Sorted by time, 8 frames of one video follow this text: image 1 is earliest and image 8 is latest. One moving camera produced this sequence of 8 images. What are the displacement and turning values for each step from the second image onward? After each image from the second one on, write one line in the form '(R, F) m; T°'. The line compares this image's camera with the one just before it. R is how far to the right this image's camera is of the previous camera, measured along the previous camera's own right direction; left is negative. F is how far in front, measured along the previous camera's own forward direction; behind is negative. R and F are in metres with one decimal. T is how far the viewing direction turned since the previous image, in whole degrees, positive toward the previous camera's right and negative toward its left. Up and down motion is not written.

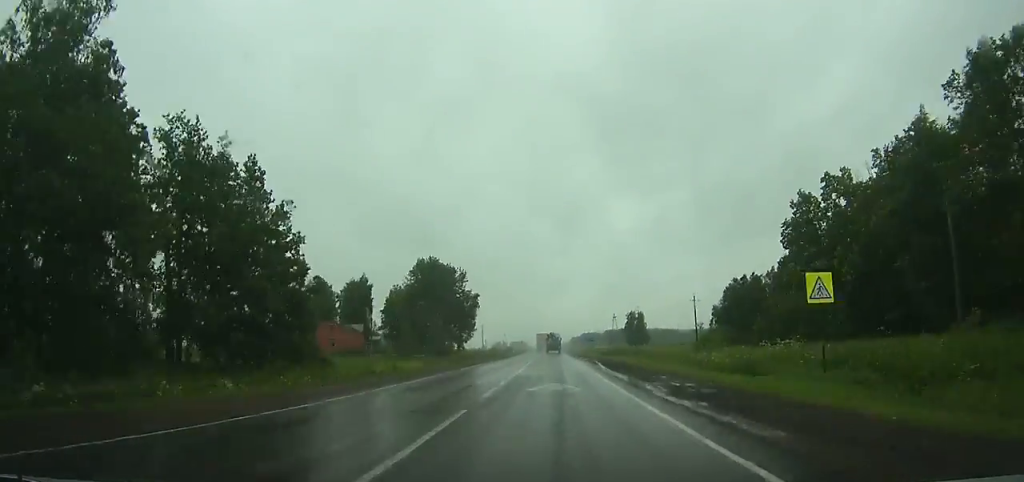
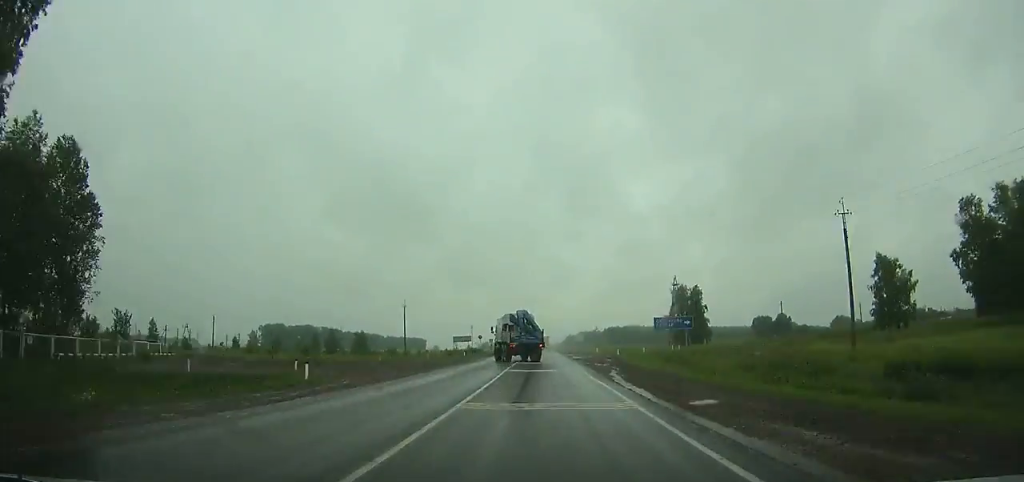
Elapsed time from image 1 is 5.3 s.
(0.0, +111.0) m; 0°
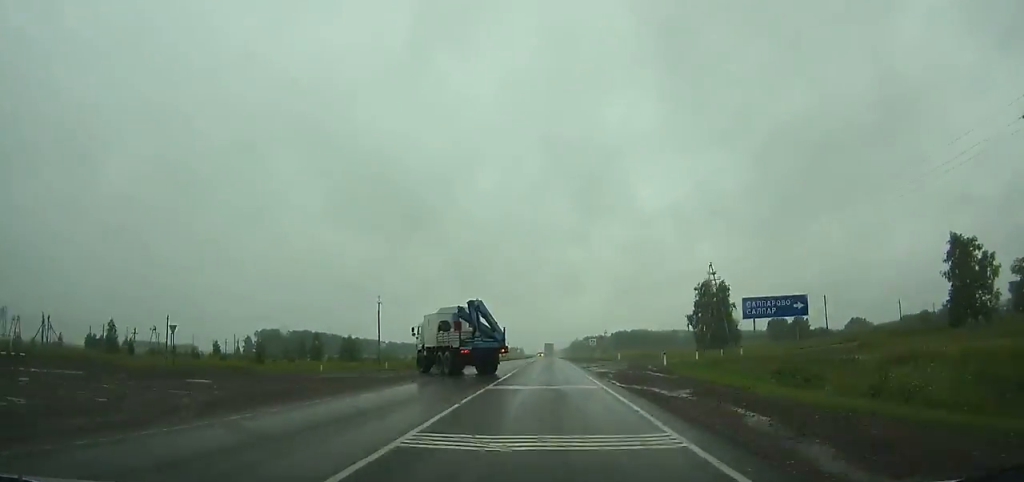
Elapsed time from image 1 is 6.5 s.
(0.0, +21.5) m; 0°
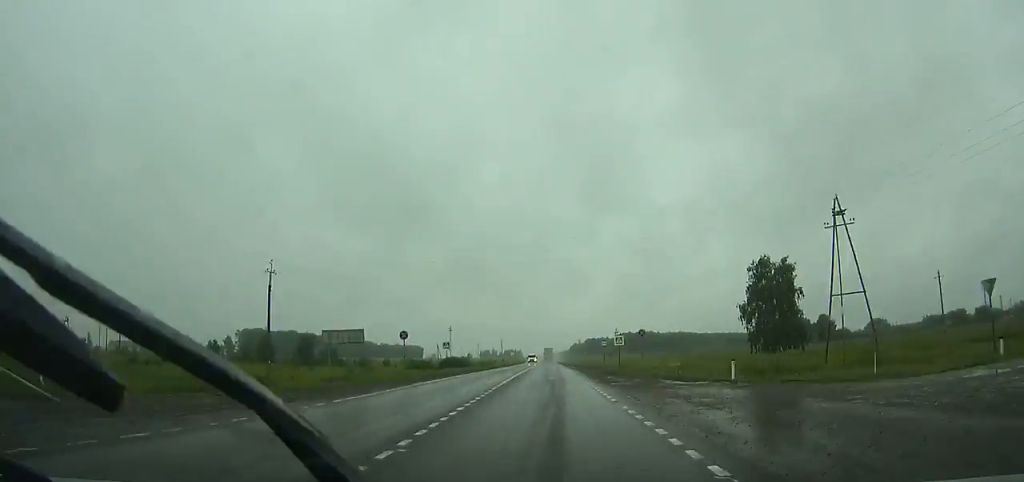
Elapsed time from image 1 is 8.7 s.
(0.0, +39.3) m; 0°
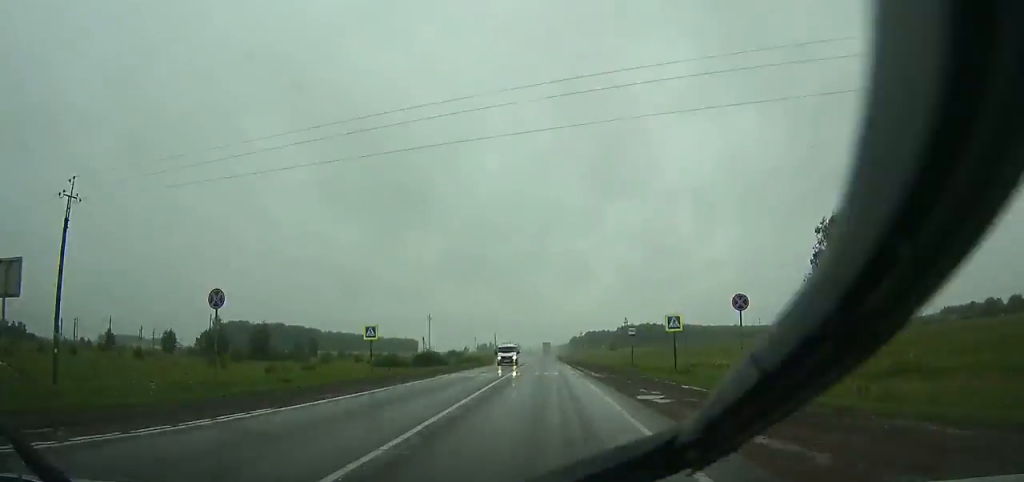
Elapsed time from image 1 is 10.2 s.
(0.0, +26.5) m; 0°
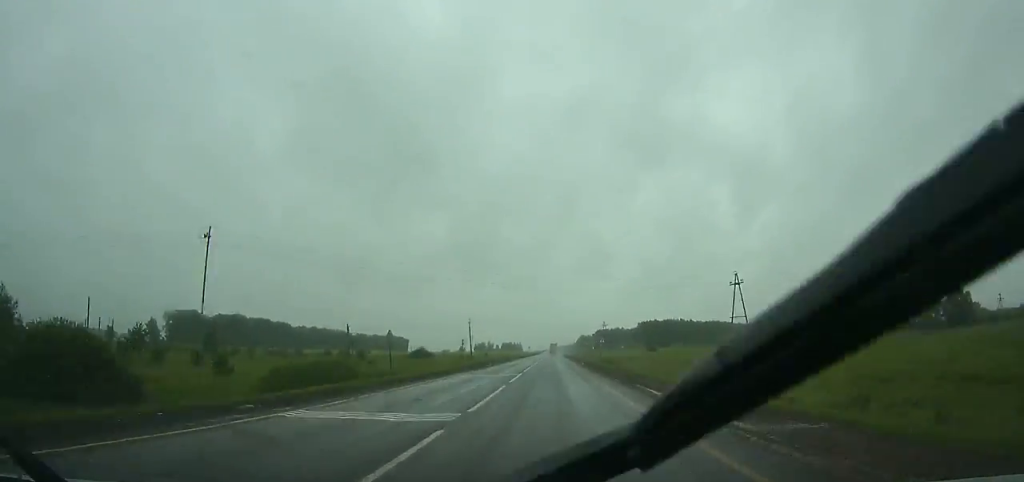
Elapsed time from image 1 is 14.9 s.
(-0.2, +87.9) m; 0°
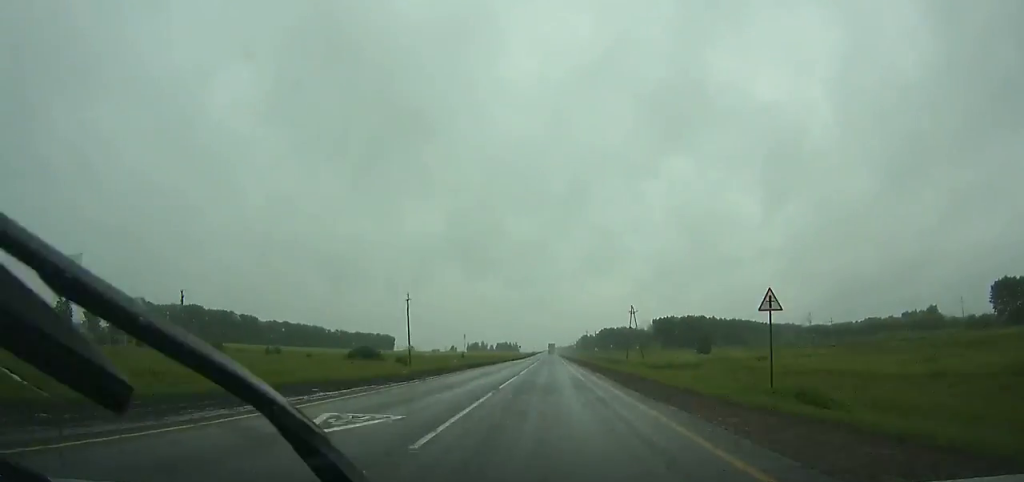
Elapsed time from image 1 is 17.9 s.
(+0.1, +61.8) m; 0°
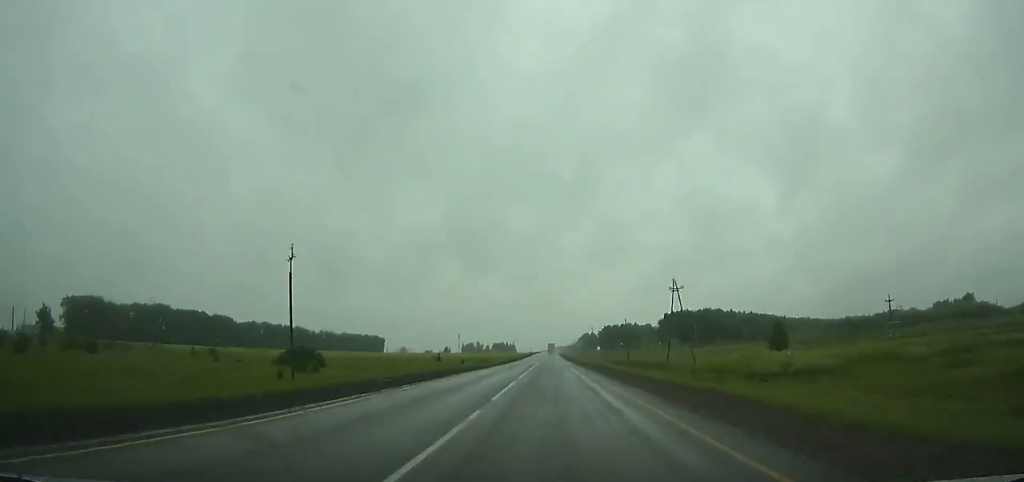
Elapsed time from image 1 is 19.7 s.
(-0.1, +39.1) m; 0°
